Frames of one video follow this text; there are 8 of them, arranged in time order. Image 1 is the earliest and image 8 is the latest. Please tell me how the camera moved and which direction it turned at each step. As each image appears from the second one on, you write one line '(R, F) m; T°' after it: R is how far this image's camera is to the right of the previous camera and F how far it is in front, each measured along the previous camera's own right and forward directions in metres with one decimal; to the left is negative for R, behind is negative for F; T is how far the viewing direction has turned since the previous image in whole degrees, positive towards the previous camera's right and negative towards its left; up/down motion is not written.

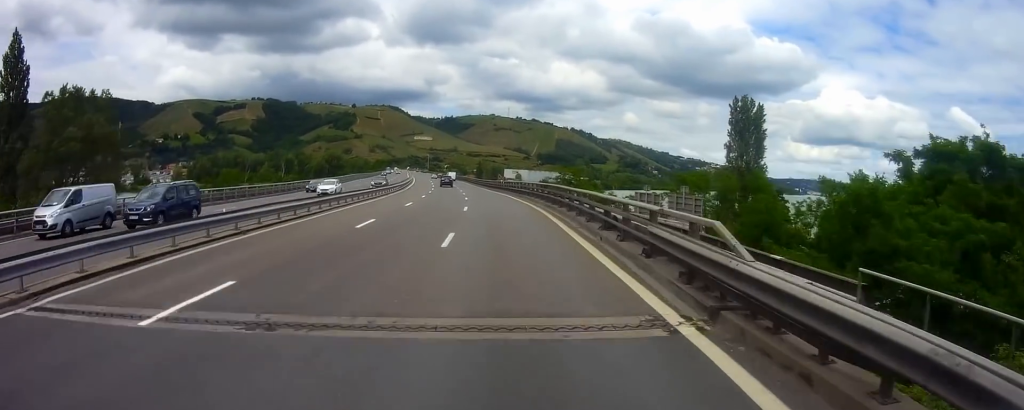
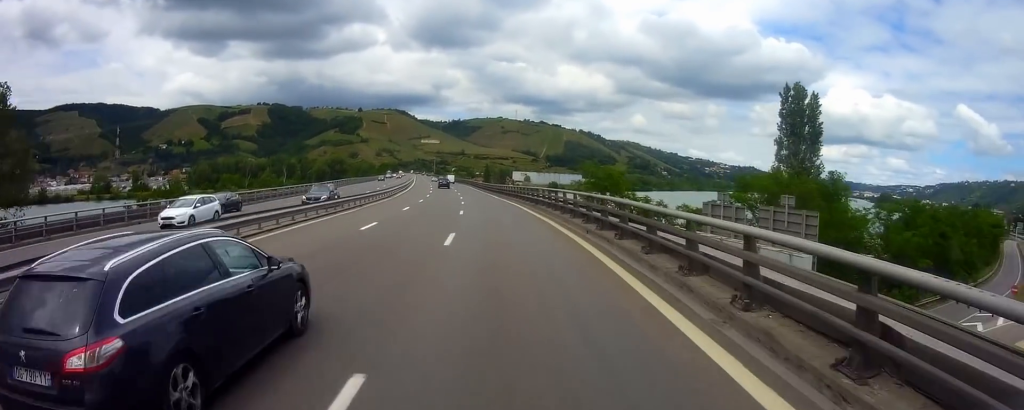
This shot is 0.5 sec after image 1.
(-0.2, +11.5) m; -1°
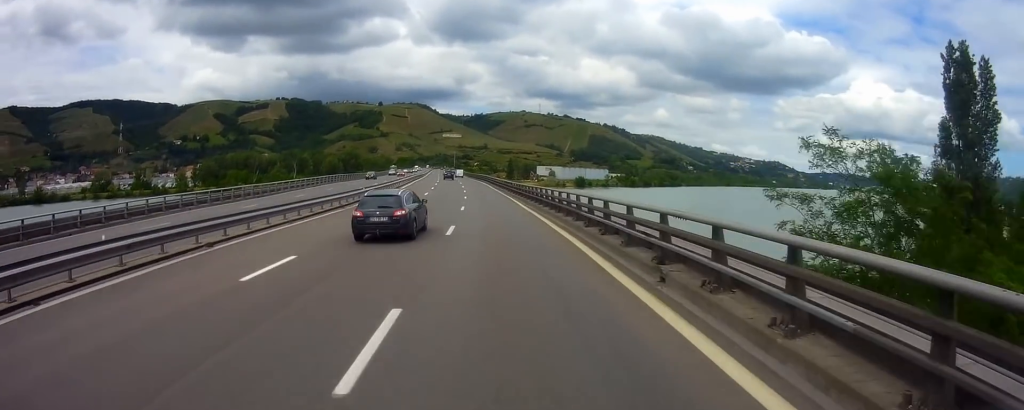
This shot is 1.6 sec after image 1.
(-0.1, +23.2) m; -2°
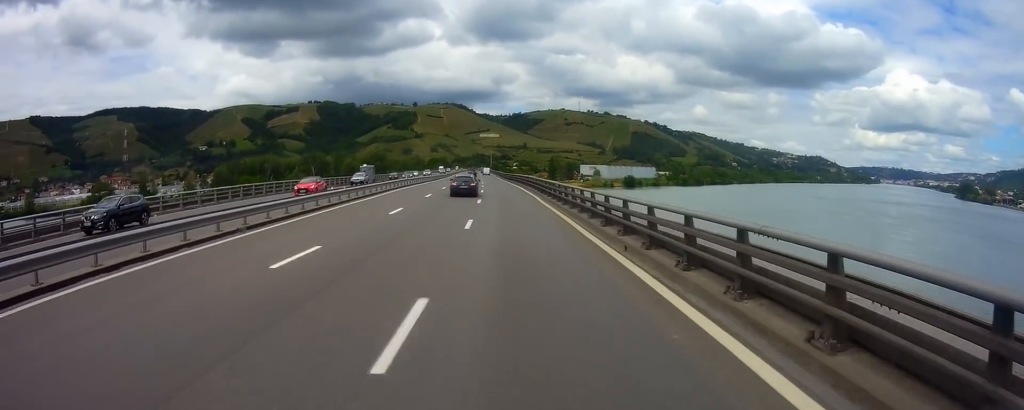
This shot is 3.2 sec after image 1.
(-1.1, +38.0) m; -4°
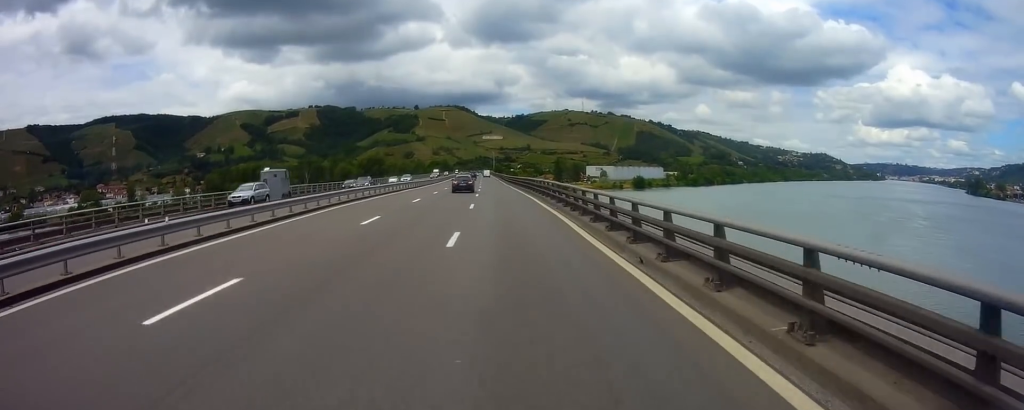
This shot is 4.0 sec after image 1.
(-0.4, +17.3) m; -2°
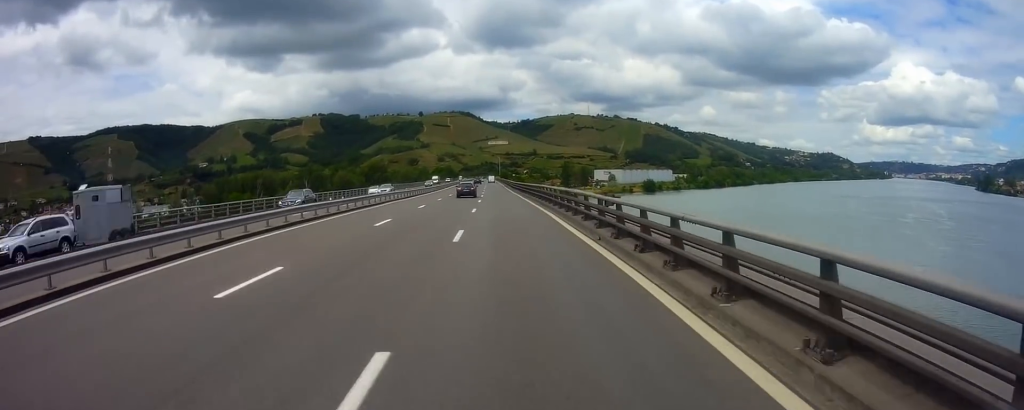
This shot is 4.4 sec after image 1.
(-0.4, +10.0) m; -1°
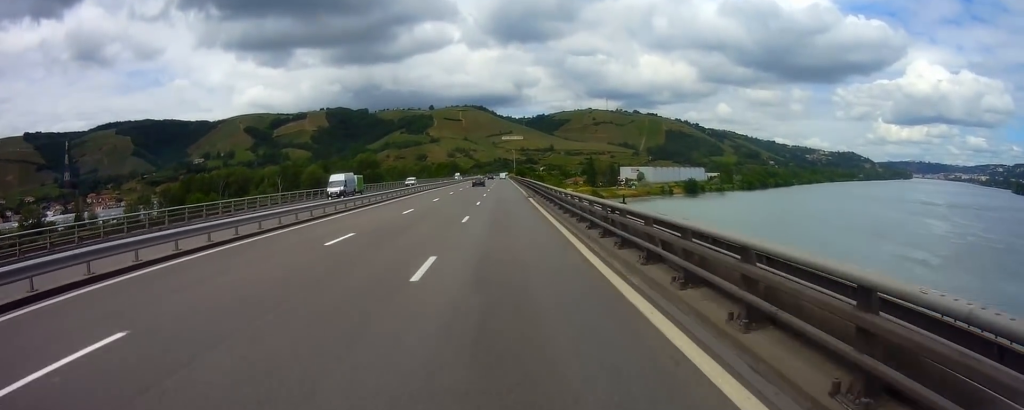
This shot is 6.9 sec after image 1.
(+0.7, +56.5) m; -1°
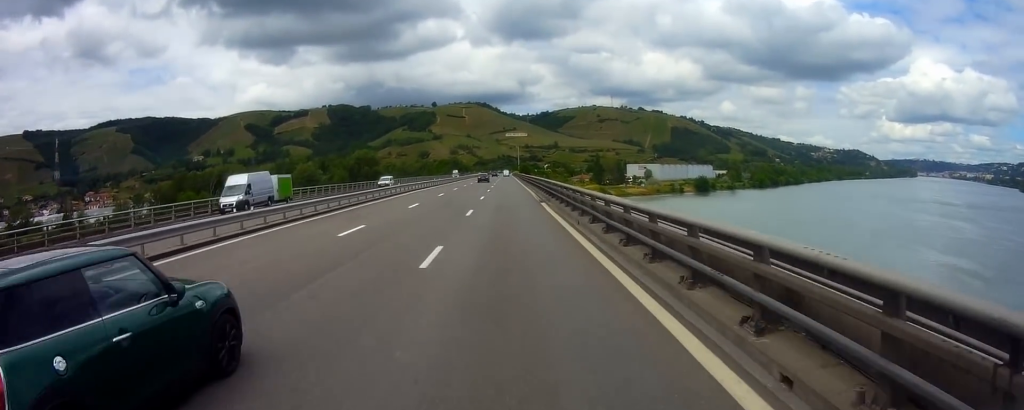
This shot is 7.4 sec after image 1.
(-0.2, +12.0) m; -1°
